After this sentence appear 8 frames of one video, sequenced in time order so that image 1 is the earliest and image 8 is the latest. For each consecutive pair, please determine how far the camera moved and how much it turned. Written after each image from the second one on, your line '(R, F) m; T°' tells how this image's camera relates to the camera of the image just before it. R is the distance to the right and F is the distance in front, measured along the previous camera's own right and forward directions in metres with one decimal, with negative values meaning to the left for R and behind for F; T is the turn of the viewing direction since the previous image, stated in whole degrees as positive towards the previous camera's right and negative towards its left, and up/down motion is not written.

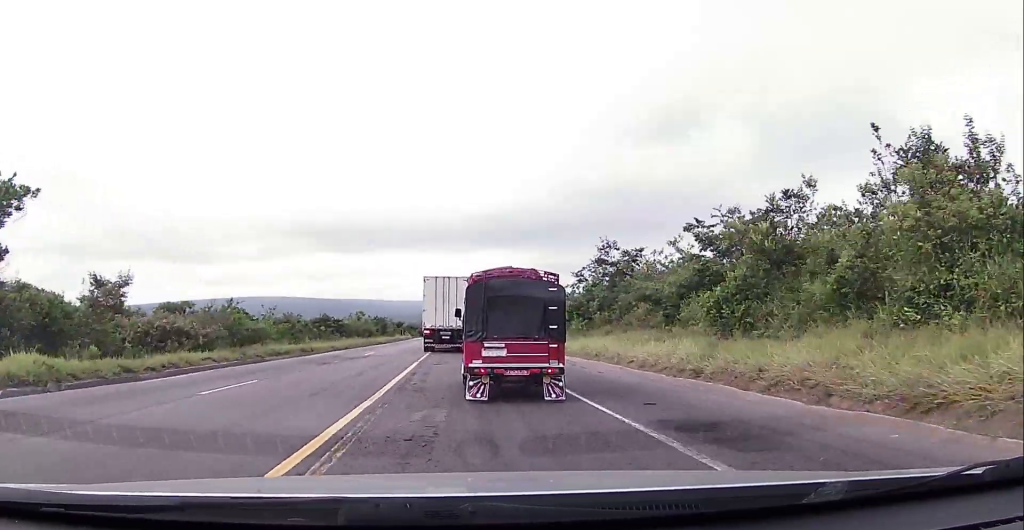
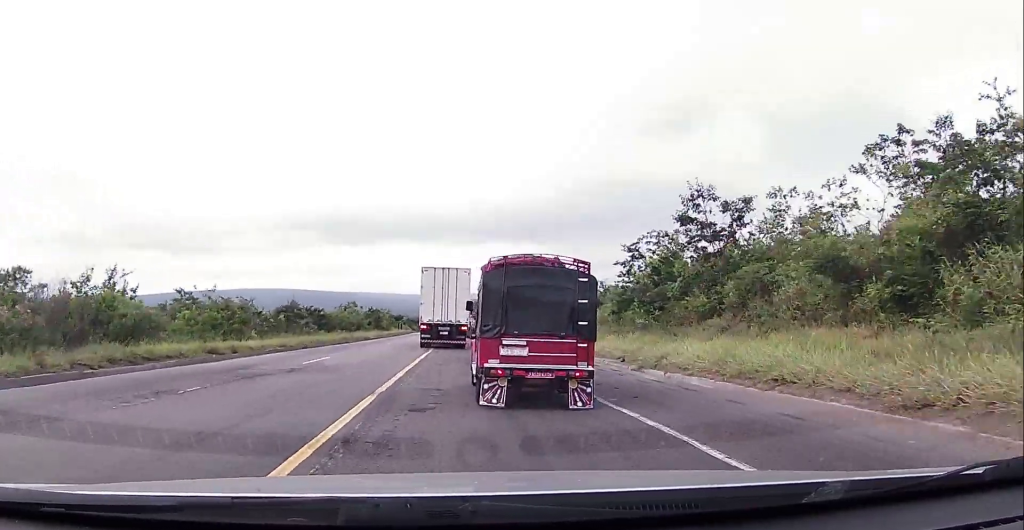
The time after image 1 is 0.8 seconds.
(+0.3, +15.9) m; 0°
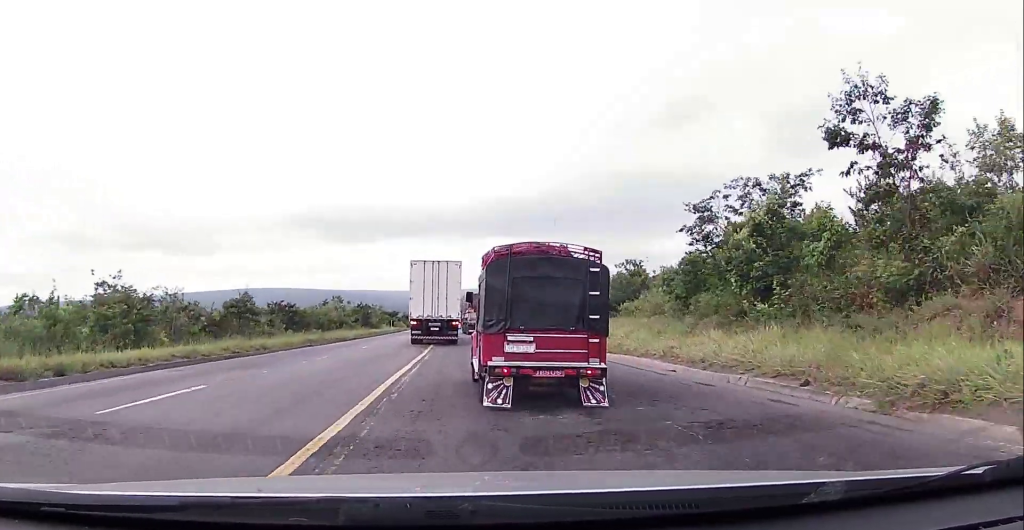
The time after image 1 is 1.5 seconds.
(0.0, +12.9) m; 0°
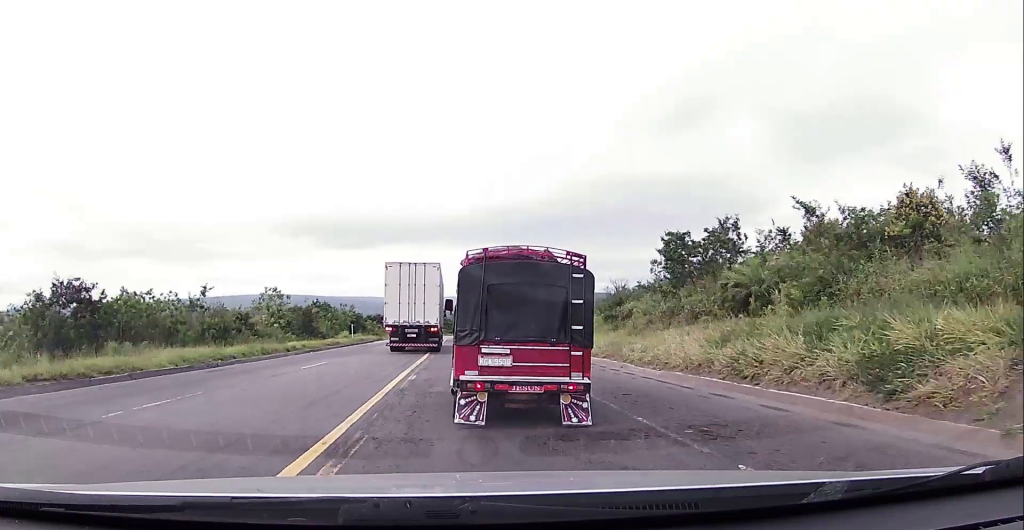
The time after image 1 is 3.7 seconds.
(-0.2, +36.3) m; 0°
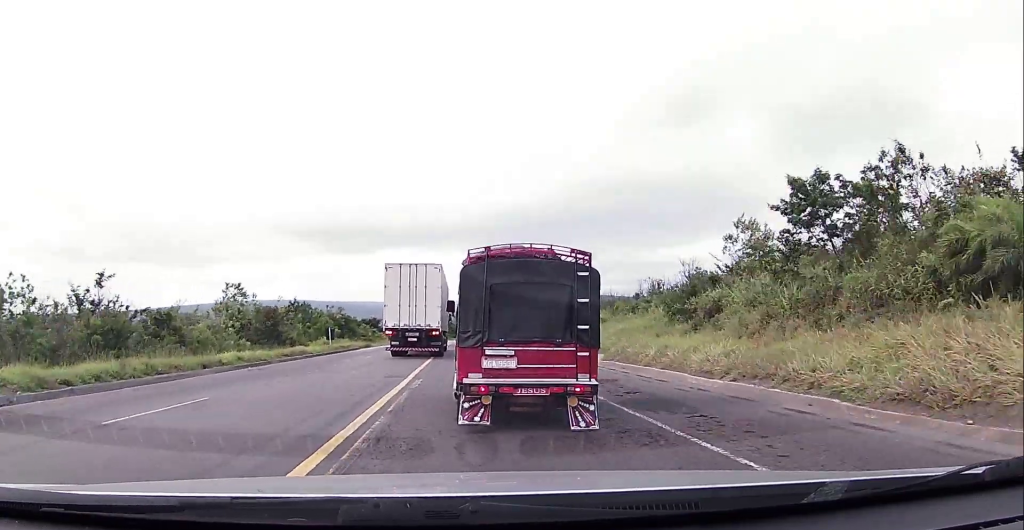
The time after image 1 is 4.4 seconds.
(-0.1, +12.0) m; 0°
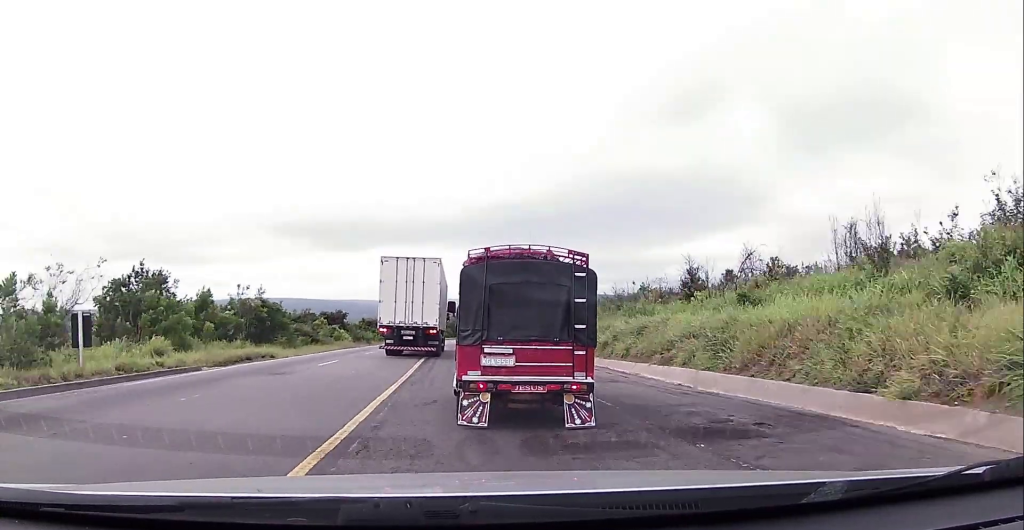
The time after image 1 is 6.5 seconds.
(+0.3, +33.5) m; 0°
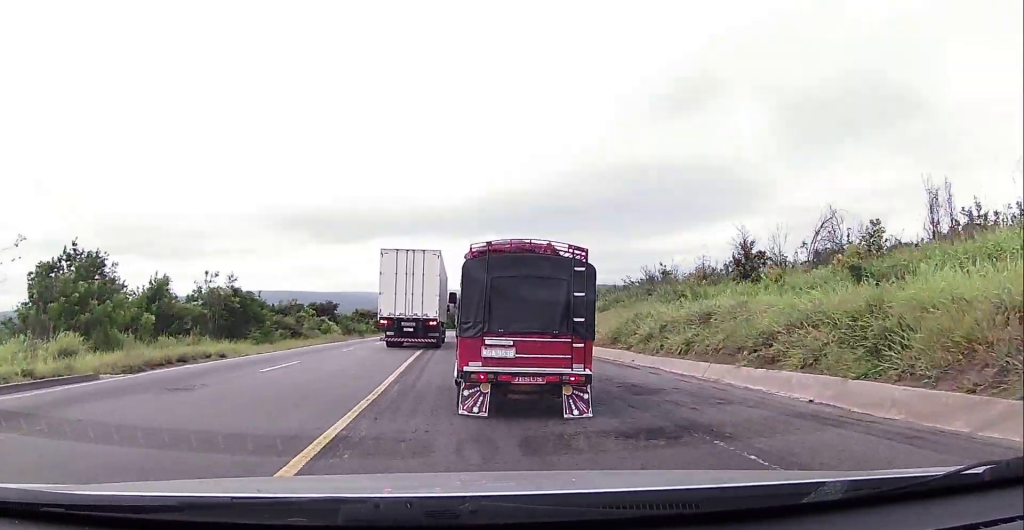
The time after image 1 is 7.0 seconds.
(-0.3, +6.8) m; +1°
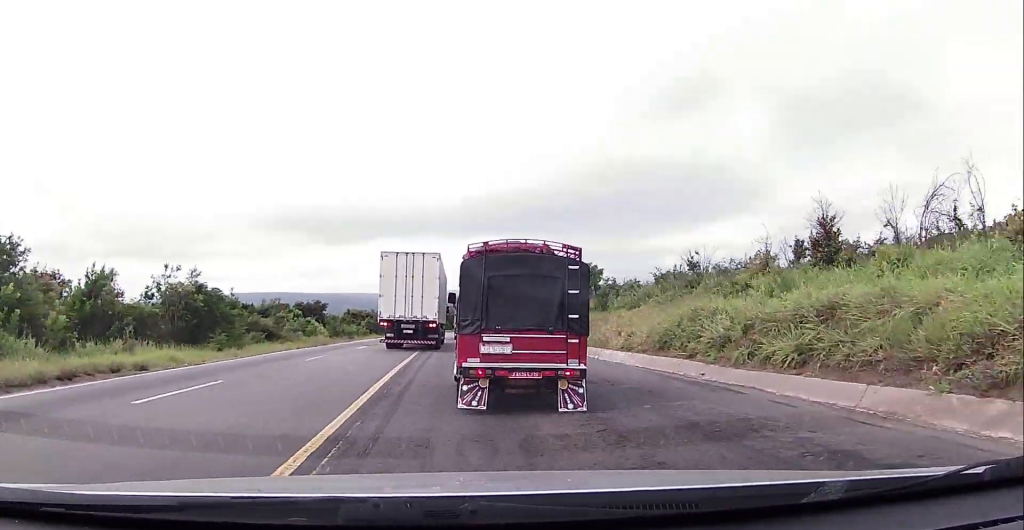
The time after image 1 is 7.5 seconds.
(+0.2, +6.7) m; +1°
